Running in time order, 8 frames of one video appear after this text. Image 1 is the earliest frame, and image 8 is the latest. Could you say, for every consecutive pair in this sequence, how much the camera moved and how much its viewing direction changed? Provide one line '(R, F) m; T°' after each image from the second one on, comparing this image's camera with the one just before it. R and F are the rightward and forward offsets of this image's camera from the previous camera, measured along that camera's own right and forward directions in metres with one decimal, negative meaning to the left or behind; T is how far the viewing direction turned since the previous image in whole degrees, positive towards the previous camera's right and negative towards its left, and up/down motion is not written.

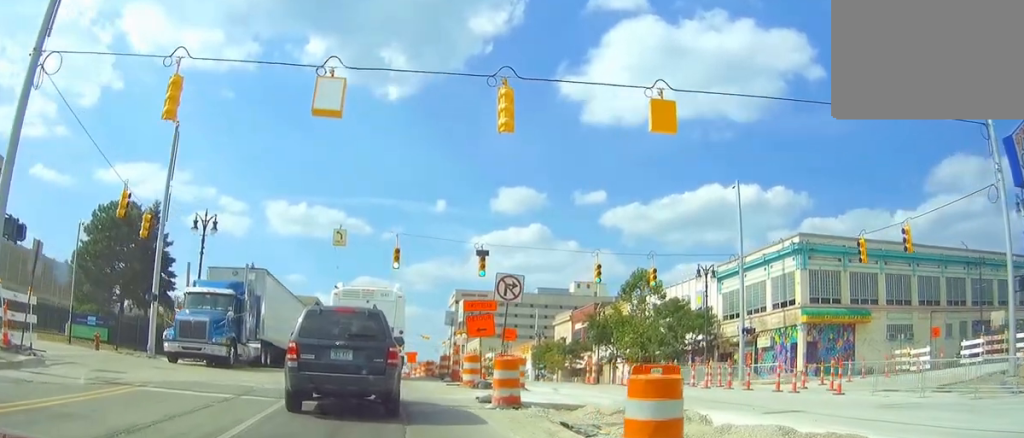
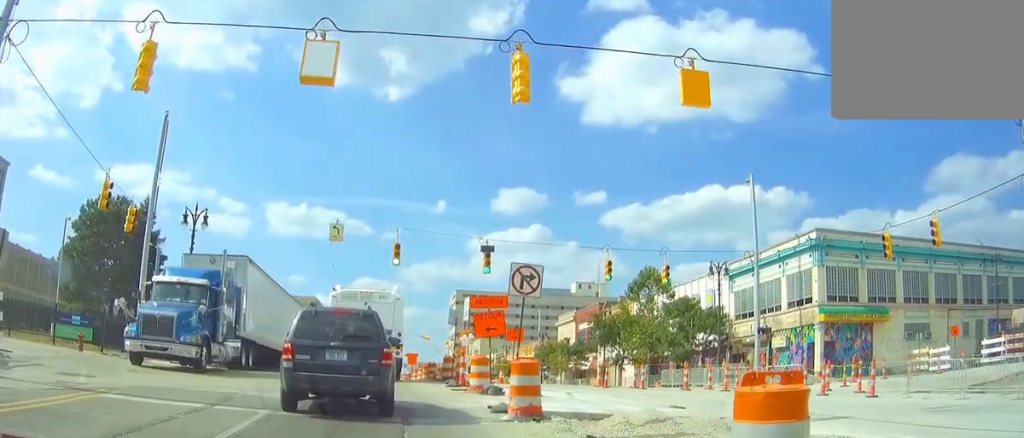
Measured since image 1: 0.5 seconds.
(0.0, +2.5) m; 0°
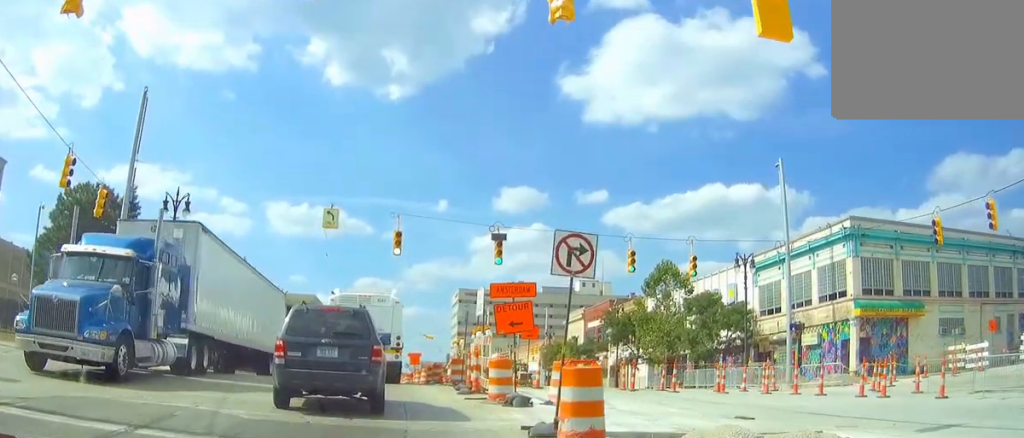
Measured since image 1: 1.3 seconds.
(0.0, +4.3) m; 0°
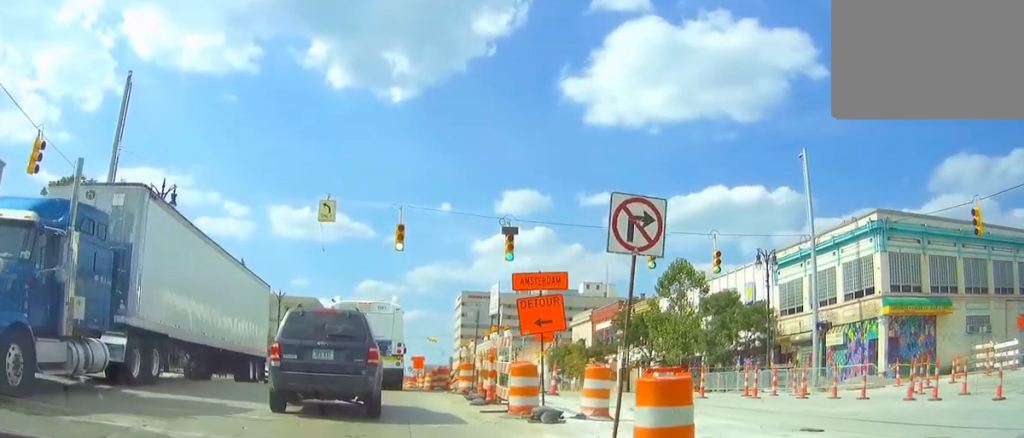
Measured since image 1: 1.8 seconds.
(0.0, +2.8) m; -2°
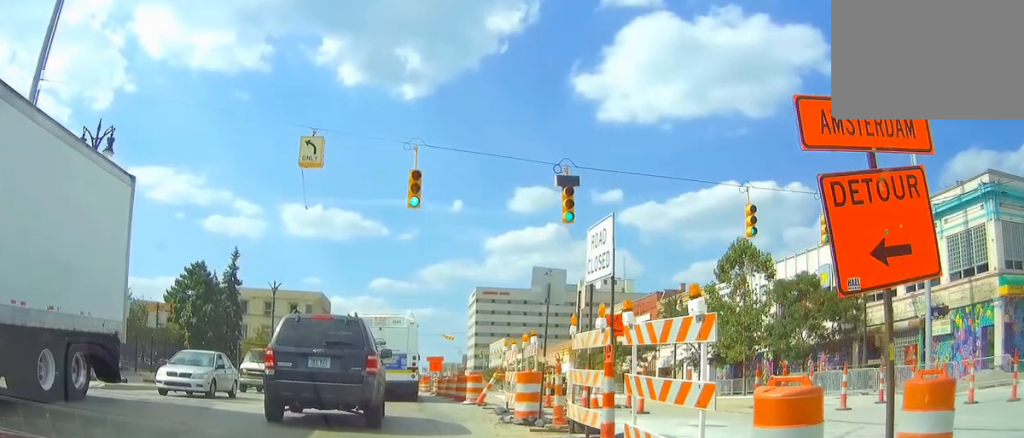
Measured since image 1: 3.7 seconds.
(-0.6, +9.6) m; -4°
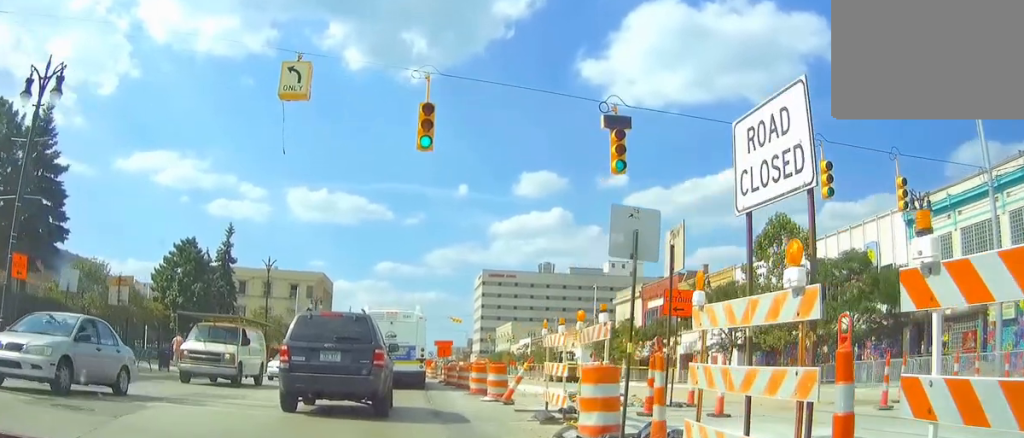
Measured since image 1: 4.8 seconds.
(+0.2, +5.8) m; +5°
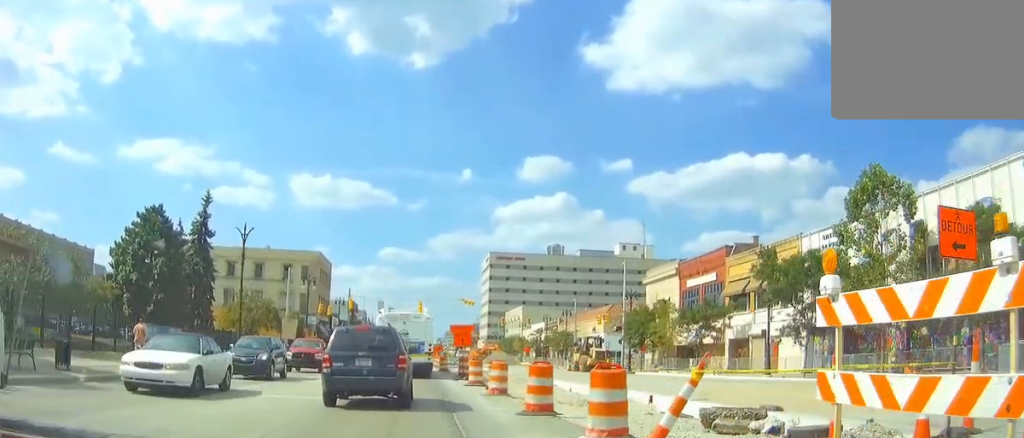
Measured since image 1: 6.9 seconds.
(+0.5, +11.8) m; +4°
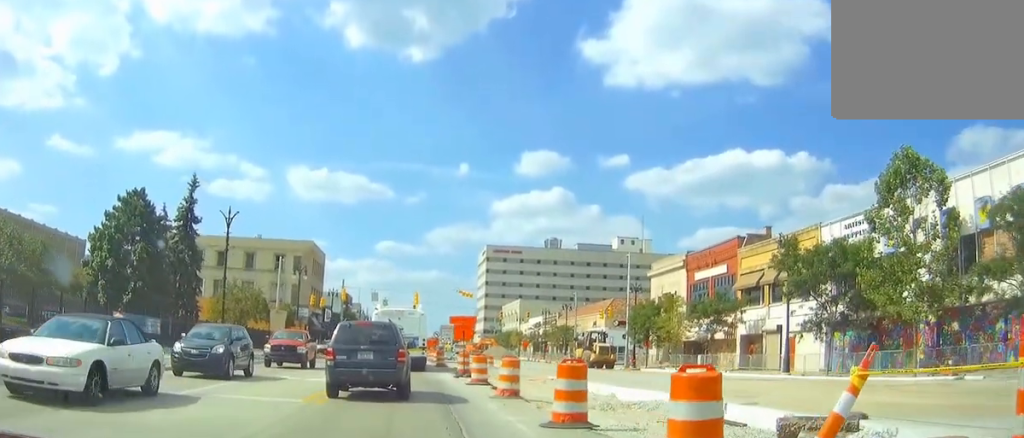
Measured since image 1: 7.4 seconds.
(0.0, +3.5) m; +1°
